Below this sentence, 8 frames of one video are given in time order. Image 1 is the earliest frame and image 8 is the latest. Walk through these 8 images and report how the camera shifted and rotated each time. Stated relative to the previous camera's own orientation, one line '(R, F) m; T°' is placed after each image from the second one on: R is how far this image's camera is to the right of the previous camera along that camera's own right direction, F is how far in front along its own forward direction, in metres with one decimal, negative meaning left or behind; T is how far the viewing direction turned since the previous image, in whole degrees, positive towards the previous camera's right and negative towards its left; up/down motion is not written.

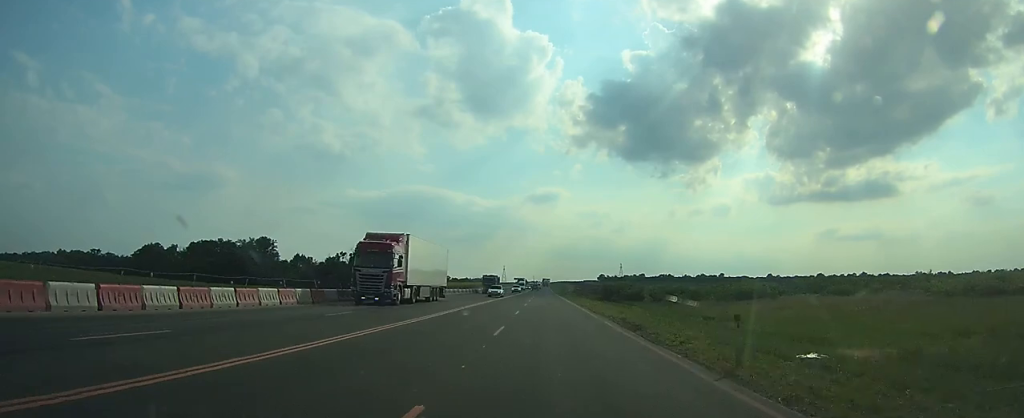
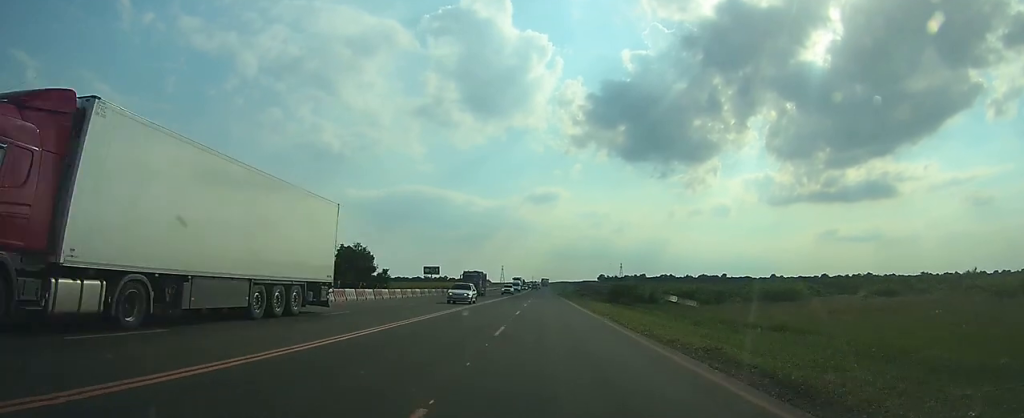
(0.0, +12.2) m; 0°
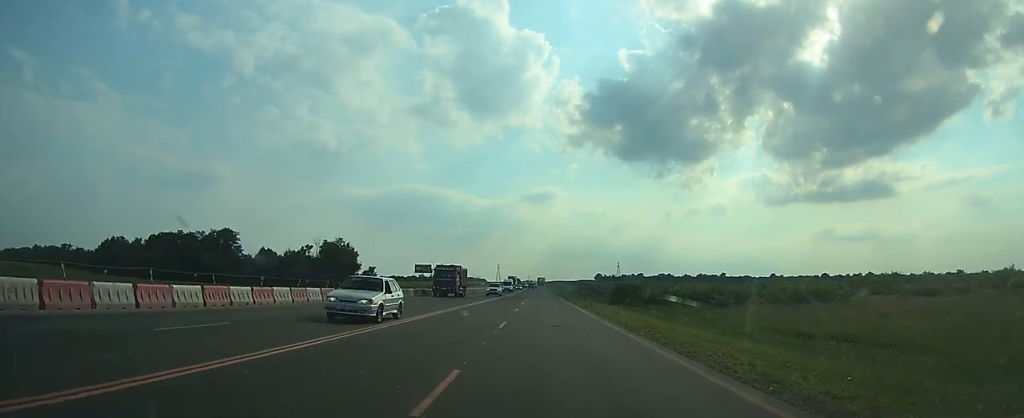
(0.0, +9.3) m; 0°
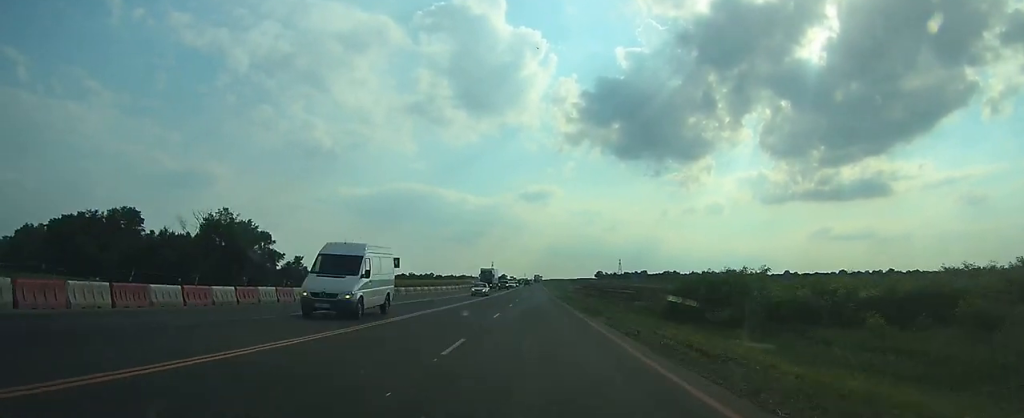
(+0.1, +42.9) m; 0°
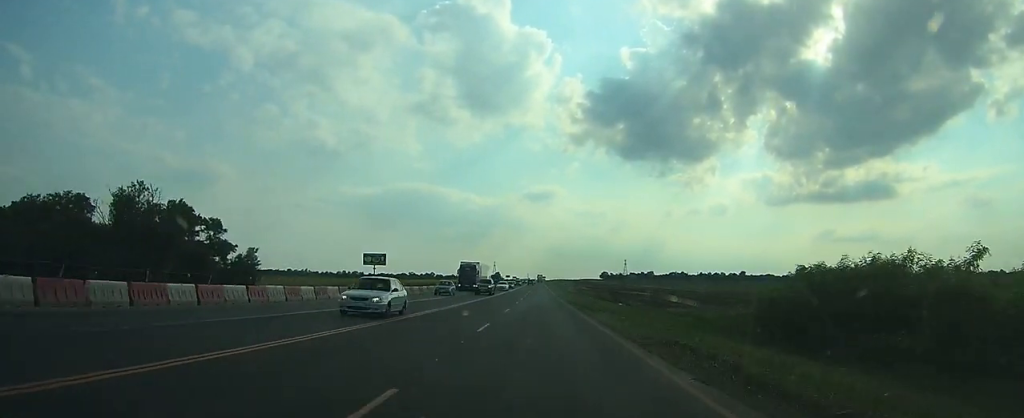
(0.0, +18.6) m; 0°
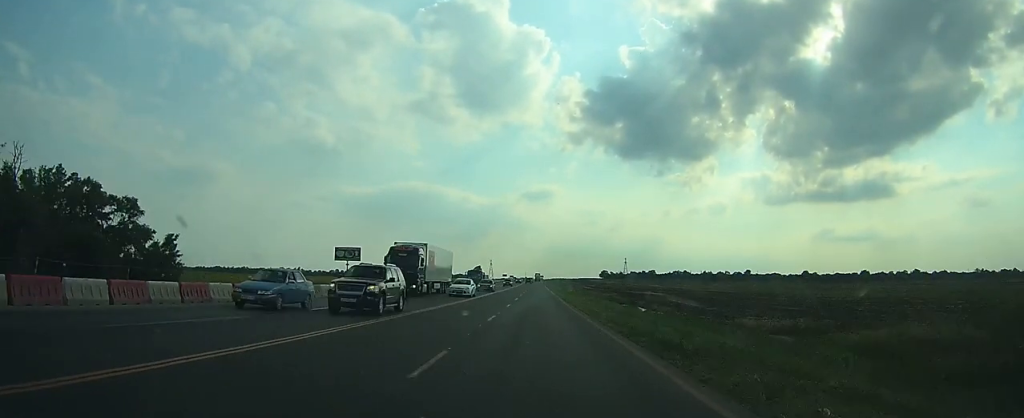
(0.0, +20.1) m; 0°
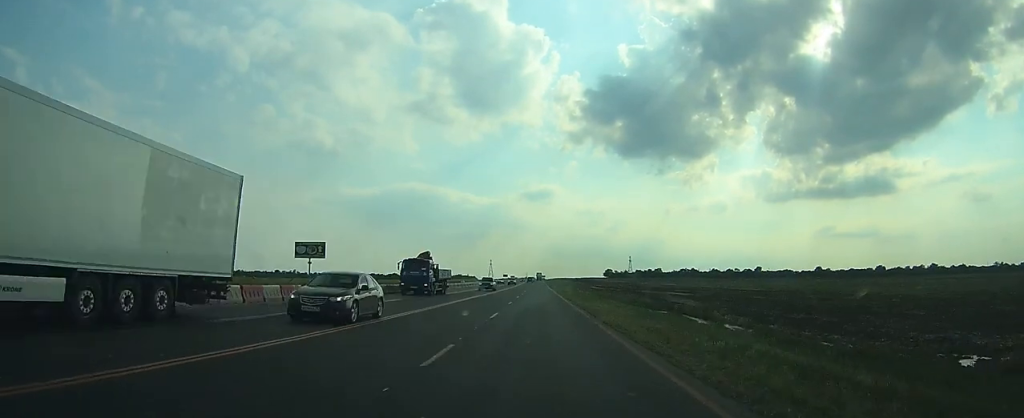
(0.0, +23.0) m; 0°
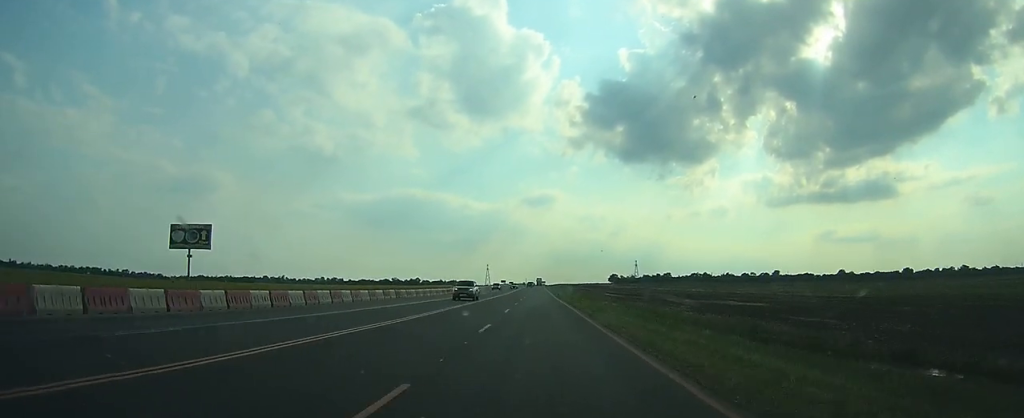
(+0.1, +40.4) m; 0°
